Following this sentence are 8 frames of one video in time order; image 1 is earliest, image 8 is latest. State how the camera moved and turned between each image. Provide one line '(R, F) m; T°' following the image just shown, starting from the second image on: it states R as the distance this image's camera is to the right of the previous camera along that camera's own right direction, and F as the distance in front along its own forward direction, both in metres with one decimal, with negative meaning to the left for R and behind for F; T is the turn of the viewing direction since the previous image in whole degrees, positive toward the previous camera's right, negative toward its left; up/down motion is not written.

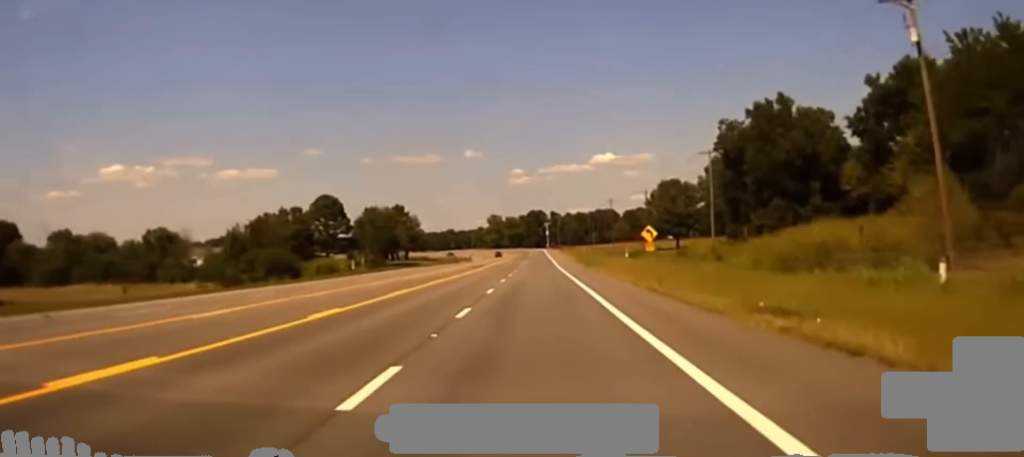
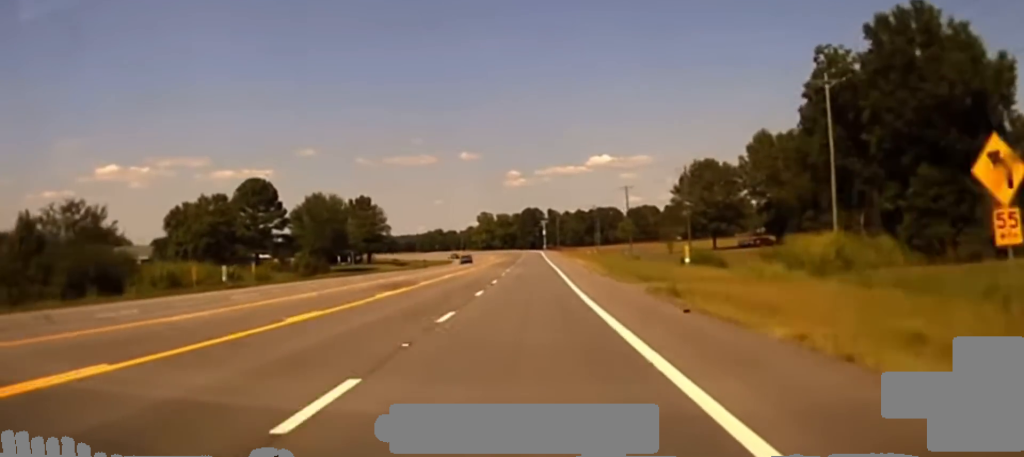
(0.0, +48.4) m; 0°
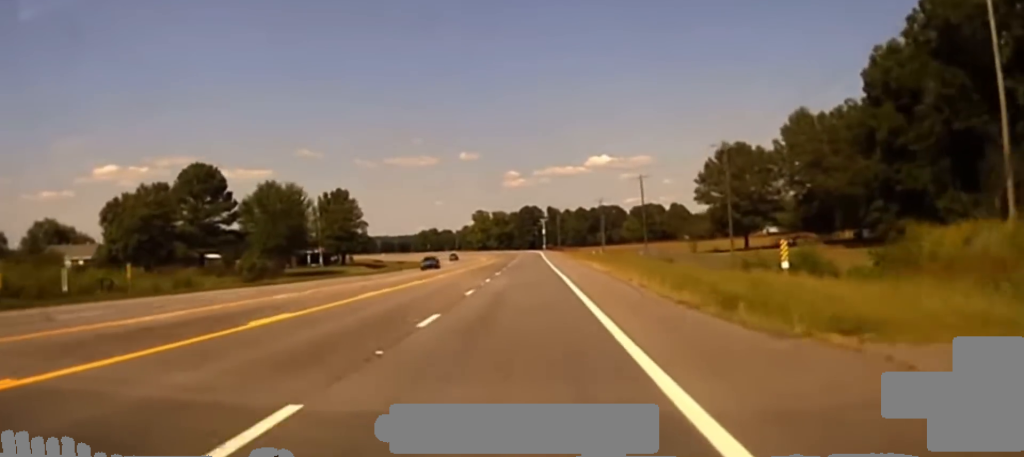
(0.0, +22.3) m; 0°
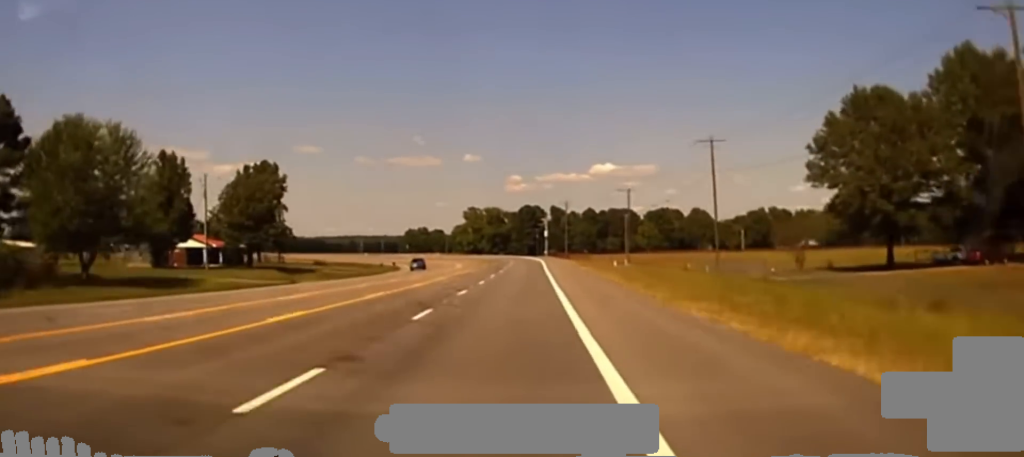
(+0.3, +53.5) m; 0°
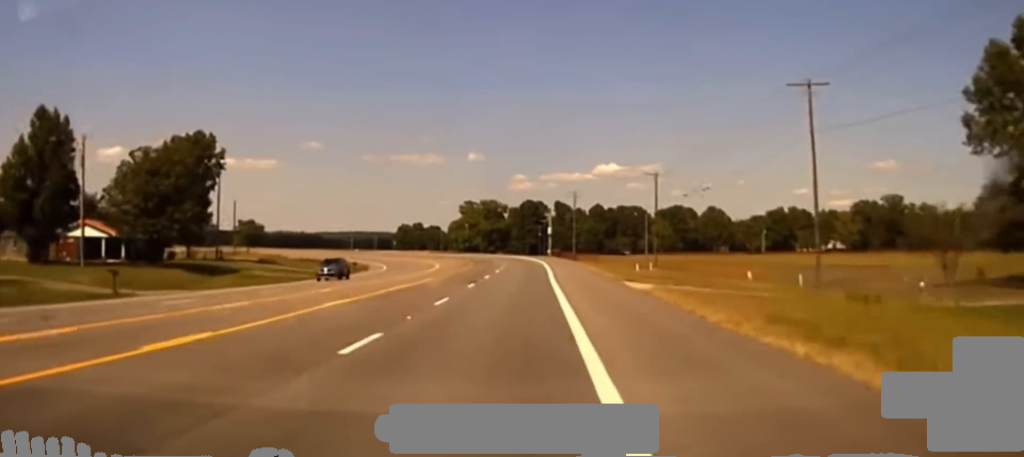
(0.0, +32.9) m; 0°
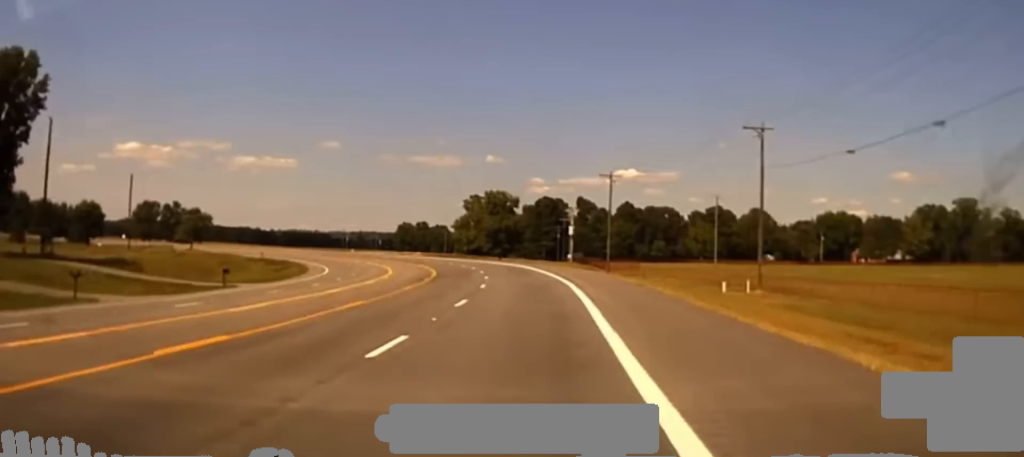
(-0.7, +54.8) m; -2°
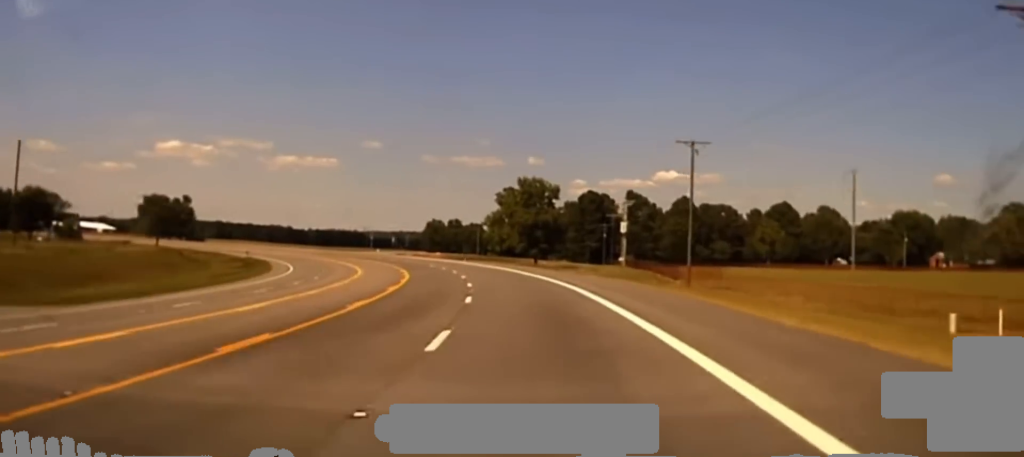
(-0.8, +37.1) m; -3°
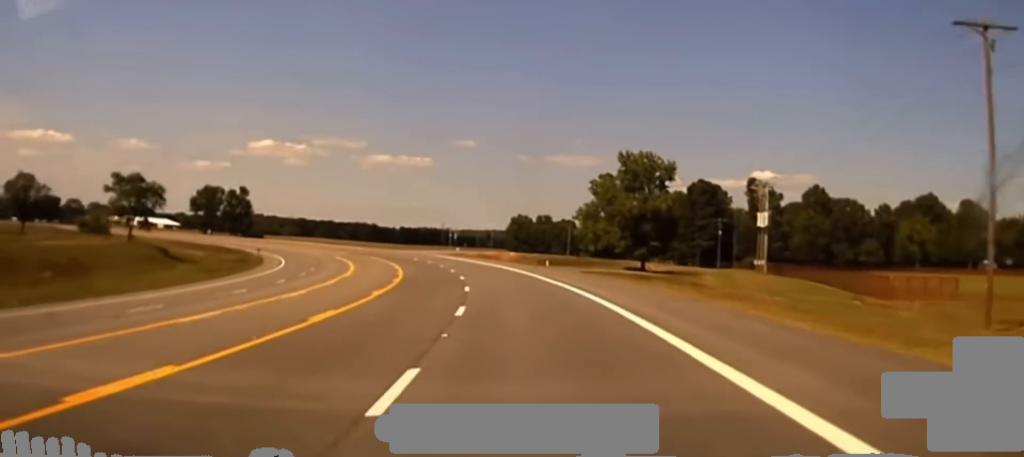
(-1.8, +40.8) m; -5°
